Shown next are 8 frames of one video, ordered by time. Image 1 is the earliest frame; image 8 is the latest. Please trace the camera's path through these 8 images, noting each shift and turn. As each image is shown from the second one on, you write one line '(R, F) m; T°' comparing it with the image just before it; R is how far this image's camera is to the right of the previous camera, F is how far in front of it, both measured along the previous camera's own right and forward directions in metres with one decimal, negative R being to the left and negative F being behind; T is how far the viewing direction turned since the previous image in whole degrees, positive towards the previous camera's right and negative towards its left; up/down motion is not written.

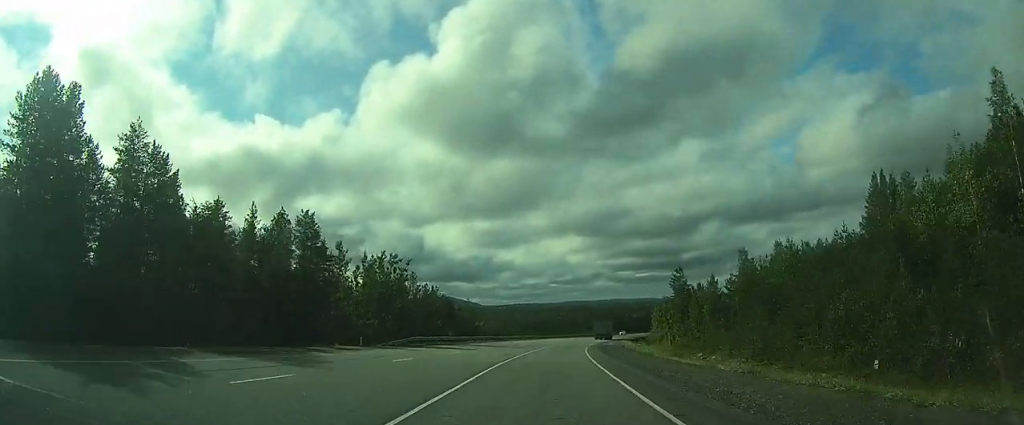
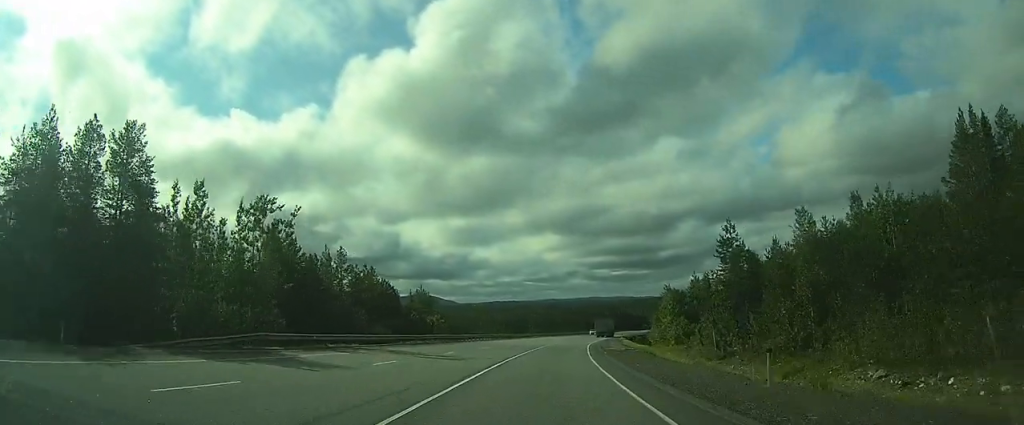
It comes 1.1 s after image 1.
(0.0, +24.3) m; 0°
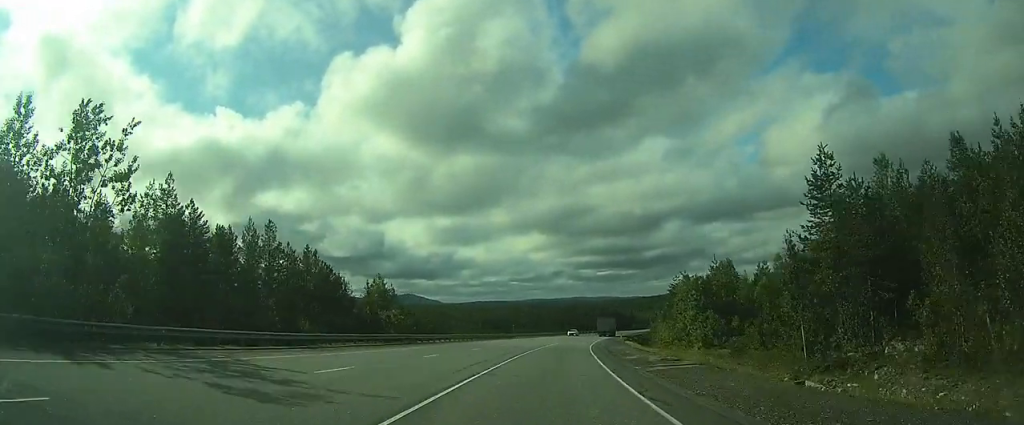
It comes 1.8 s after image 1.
(0.0, +16.1) m; 0°
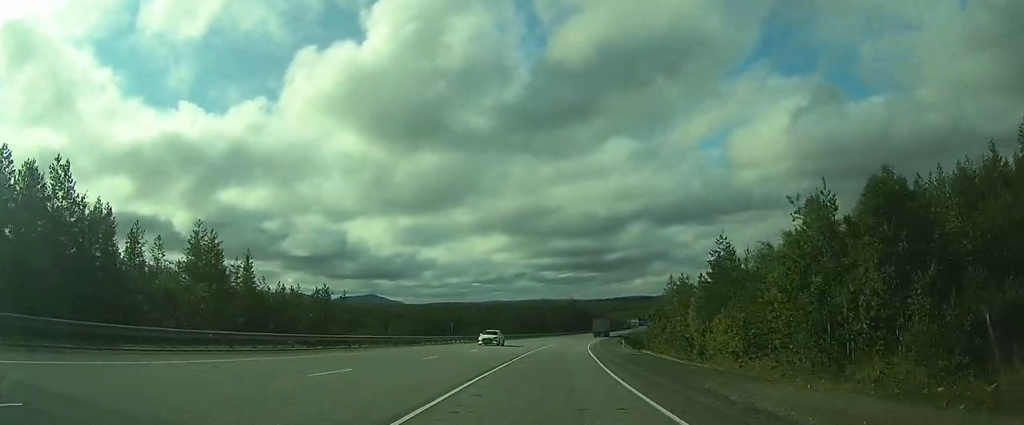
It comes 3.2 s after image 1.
(0.0, +34.1) m; 0°
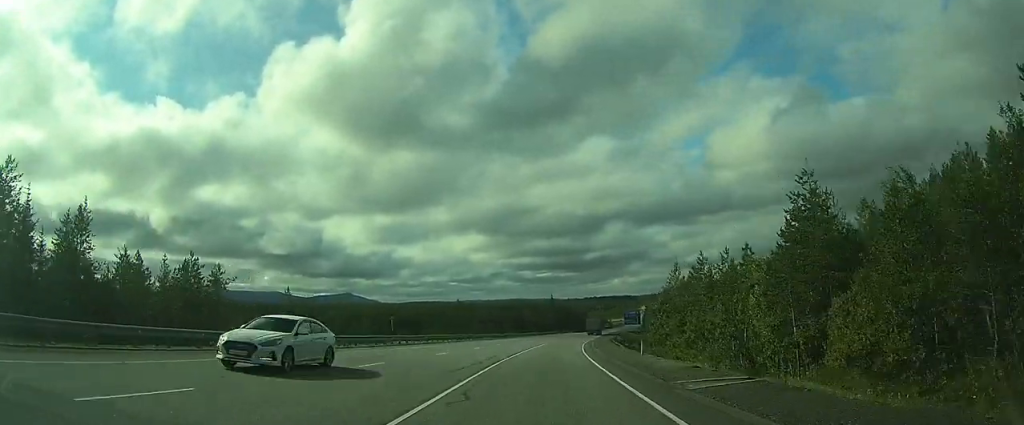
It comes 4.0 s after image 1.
(0.0, +18.9) m; 0°
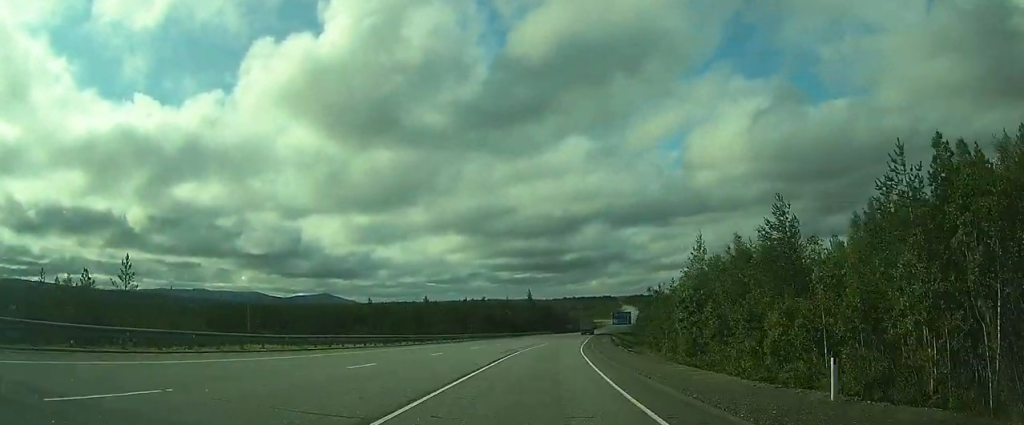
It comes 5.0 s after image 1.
(0.0, +23.0) m; 0°
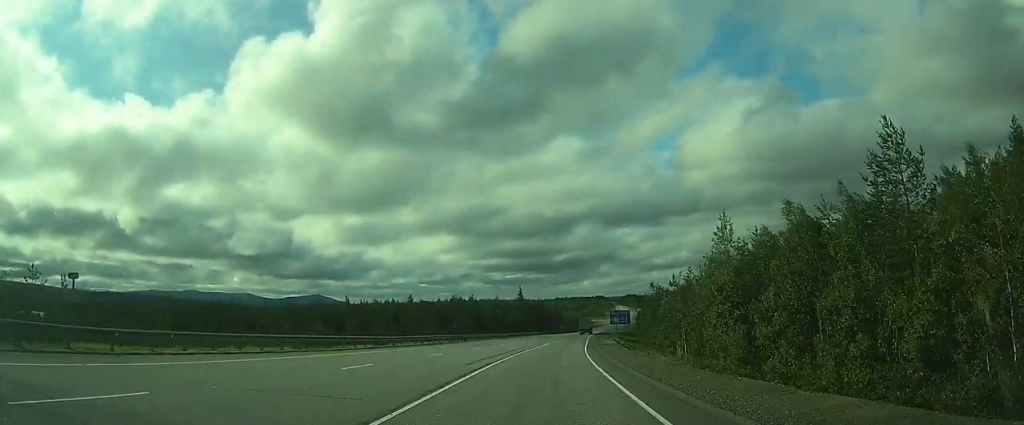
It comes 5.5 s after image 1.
(0.0, +12.0) m; 0°
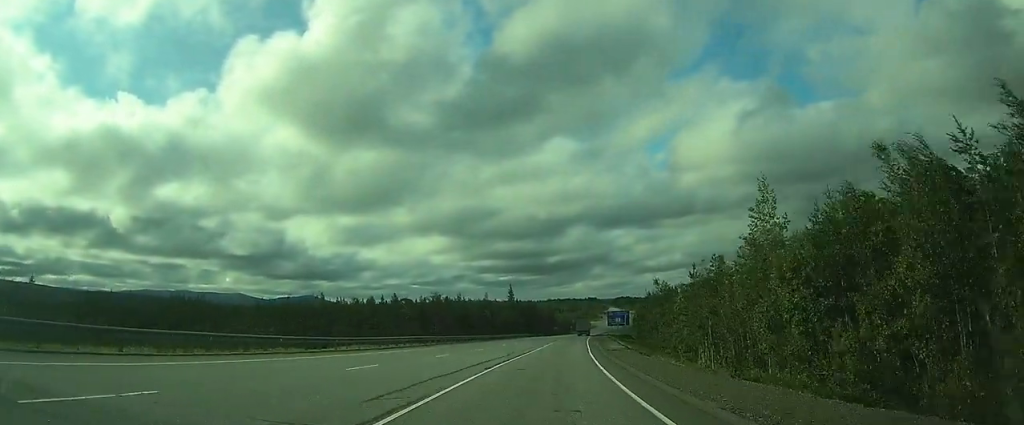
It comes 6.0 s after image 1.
(0.0, +11.3) m; 0°
